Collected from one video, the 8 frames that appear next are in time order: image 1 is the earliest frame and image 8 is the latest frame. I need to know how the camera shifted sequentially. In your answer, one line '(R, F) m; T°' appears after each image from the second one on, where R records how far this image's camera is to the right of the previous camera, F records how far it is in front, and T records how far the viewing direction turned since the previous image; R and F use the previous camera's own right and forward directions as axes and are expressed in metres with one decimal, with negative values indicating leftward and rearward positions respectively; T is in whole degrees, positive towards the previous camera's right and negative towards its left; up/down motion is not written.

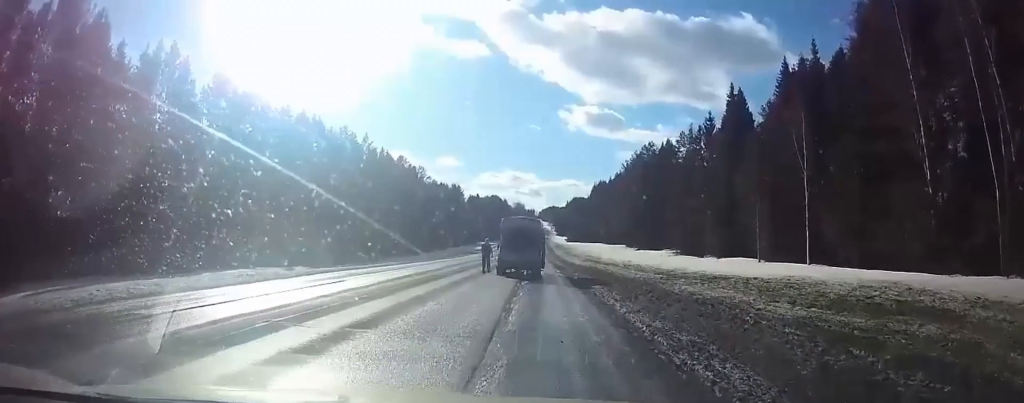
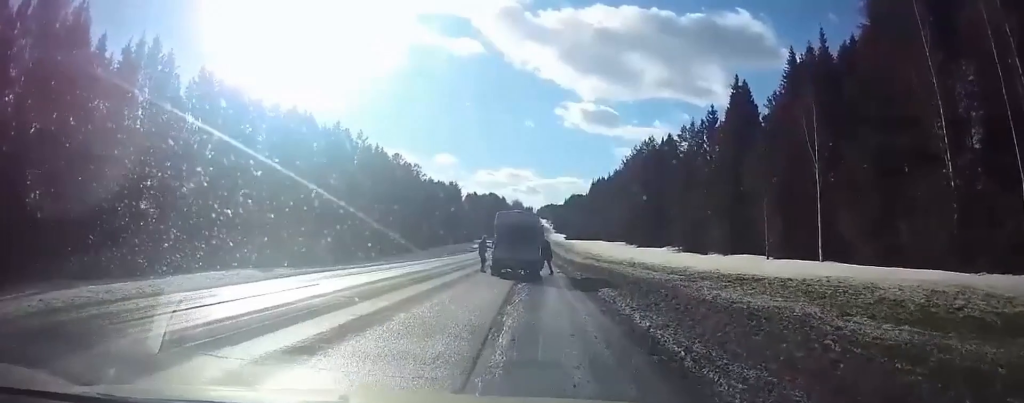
(0.0, +2.4) m; -1°
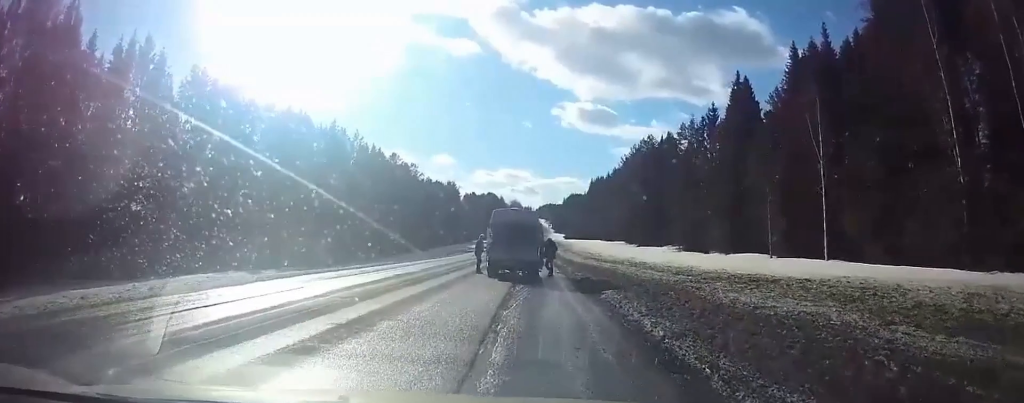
(0.0, +1.0) m; -1°
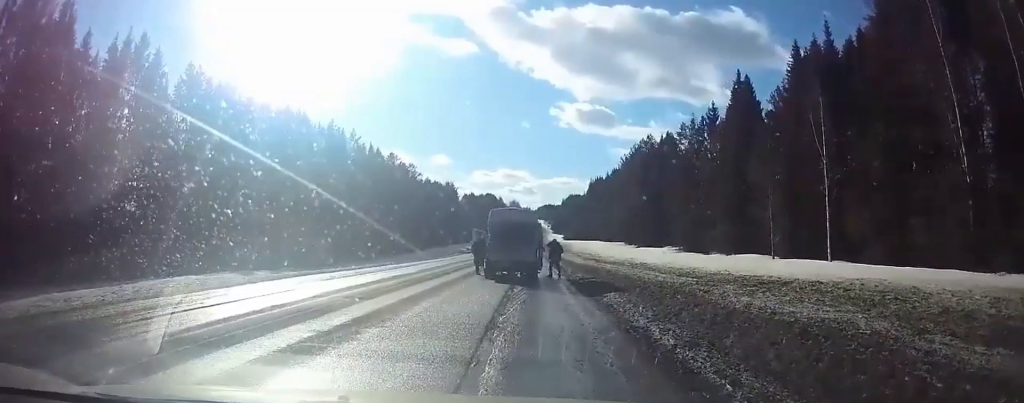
(0.0, +1.0) m; 0°
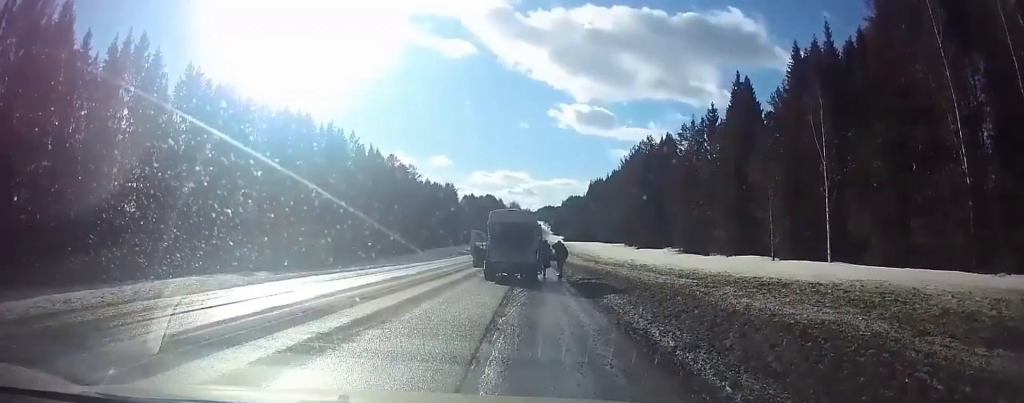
(0.0, +0.5) m; 0°
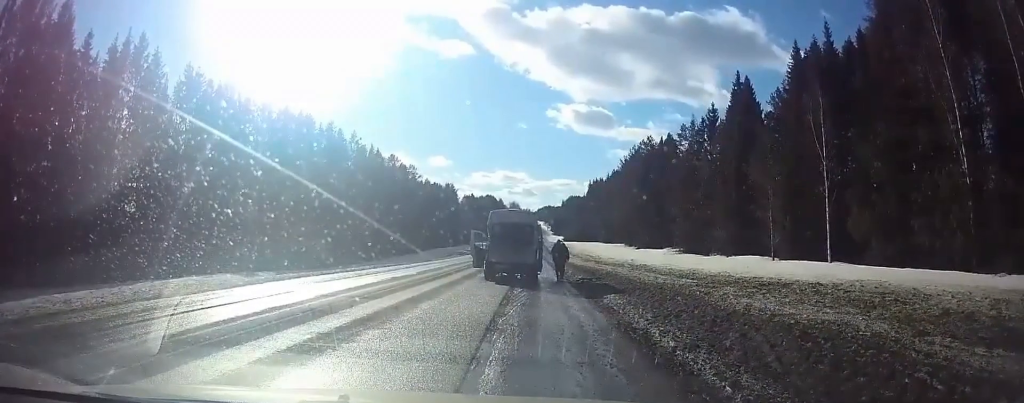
(+0.1, +0.1) m; 0°
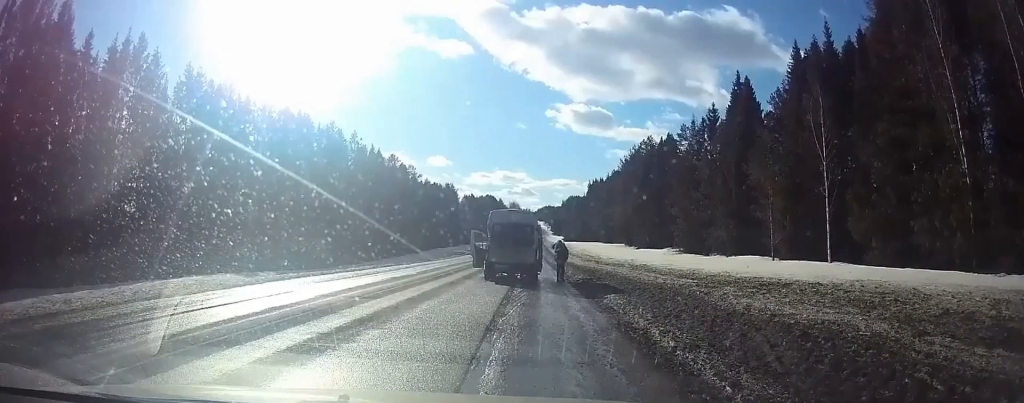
(0.0, 0.0) m; 0°
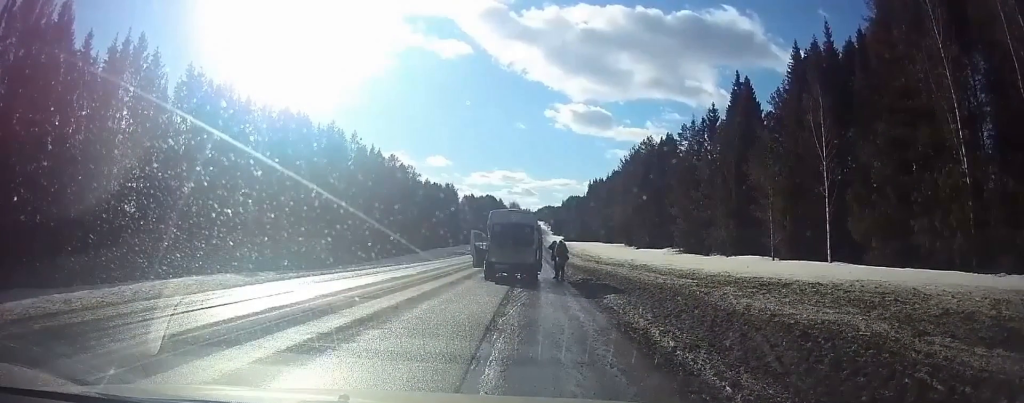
(0.0, 0.0) m; 0°
